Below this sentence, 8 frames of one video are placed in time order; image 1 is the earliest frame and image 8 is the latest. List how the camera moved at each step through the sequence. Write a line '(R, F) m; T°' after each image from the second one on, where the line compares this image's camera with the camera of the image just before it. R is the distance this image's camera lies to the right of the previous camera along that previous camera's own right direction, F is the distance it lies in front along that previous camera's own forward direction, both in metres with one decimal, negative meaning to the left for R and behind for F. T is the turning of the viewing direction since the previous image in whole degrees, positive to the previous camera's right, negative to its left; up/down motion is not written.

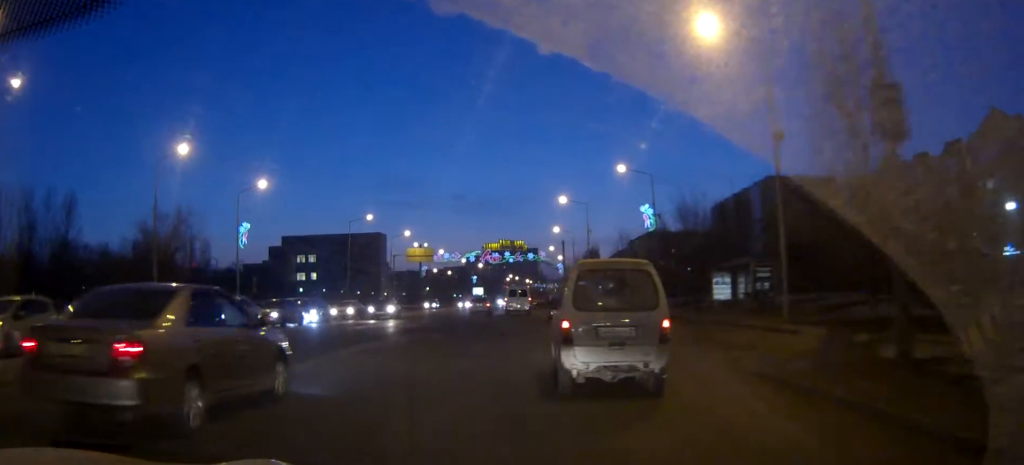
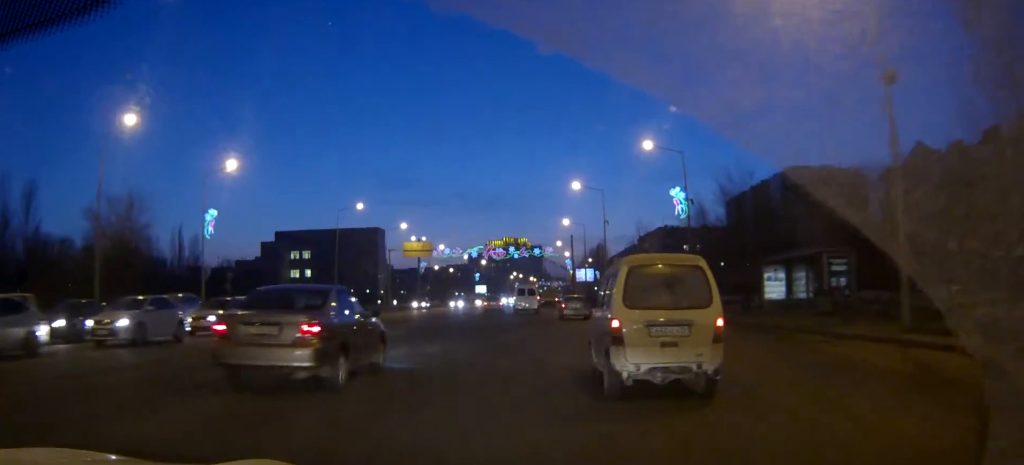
(0.0, +8.7) m; 0°
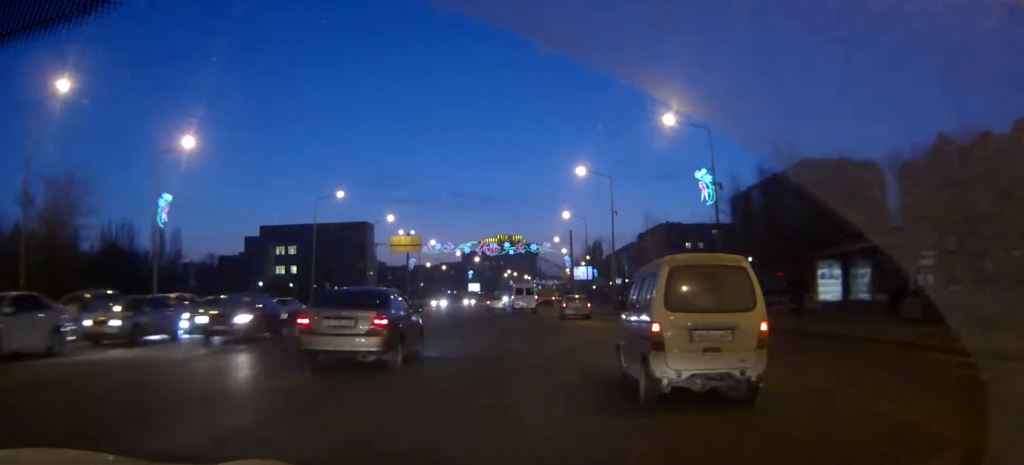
(0.0, +7.4) m; +1°
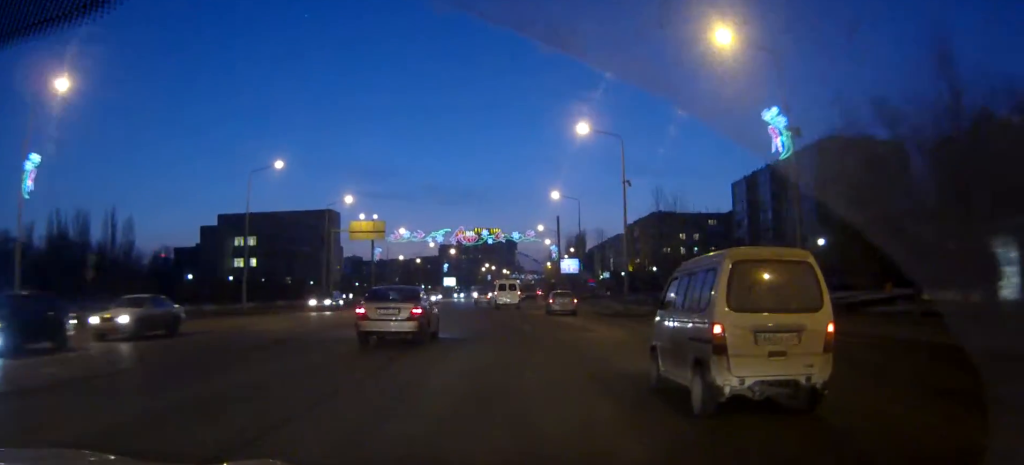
(+0.2, +14.1) m; +1°
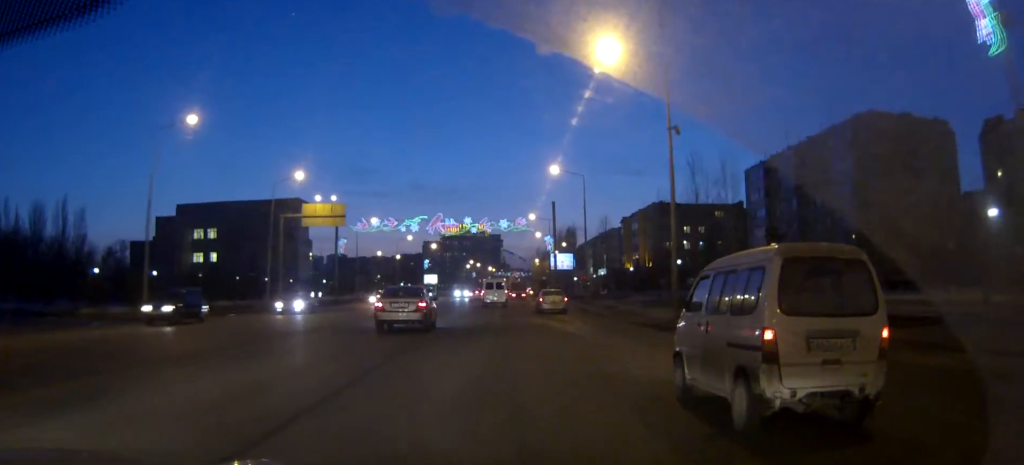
(+0.1, +15.0) m; +1°
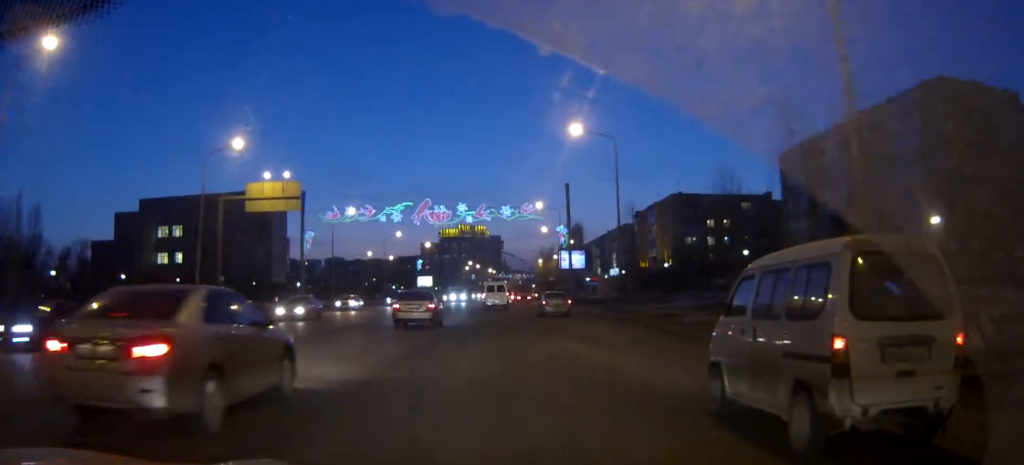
(+0.1, +15.9) m; 0°
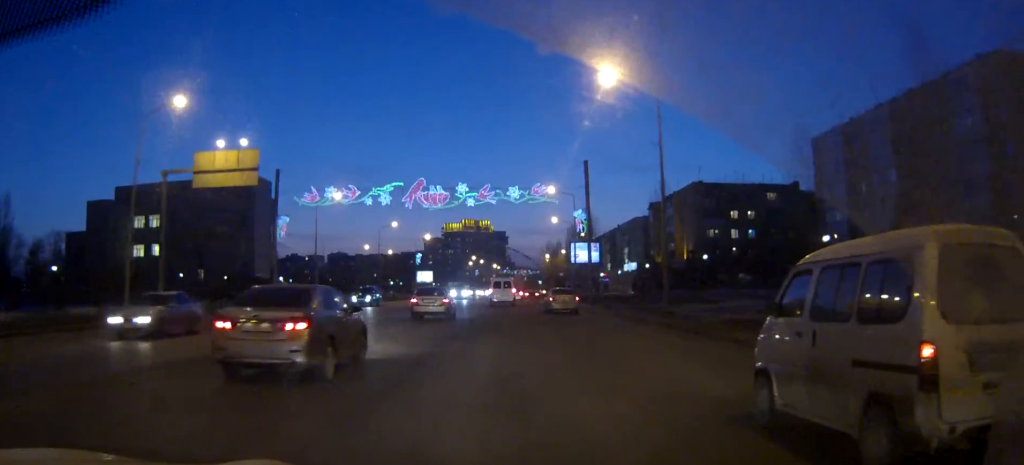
(0.0, +10.5) m; 0°
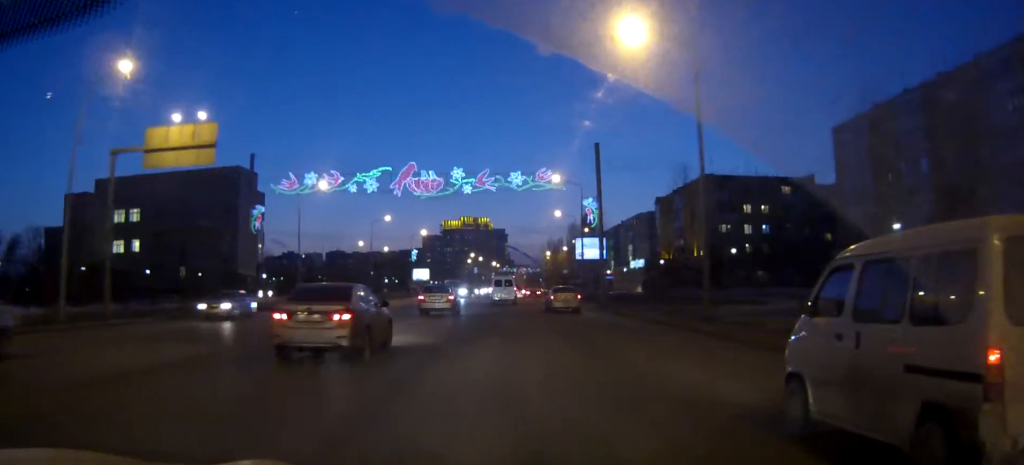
(0.0, +6.6) m; 0°
